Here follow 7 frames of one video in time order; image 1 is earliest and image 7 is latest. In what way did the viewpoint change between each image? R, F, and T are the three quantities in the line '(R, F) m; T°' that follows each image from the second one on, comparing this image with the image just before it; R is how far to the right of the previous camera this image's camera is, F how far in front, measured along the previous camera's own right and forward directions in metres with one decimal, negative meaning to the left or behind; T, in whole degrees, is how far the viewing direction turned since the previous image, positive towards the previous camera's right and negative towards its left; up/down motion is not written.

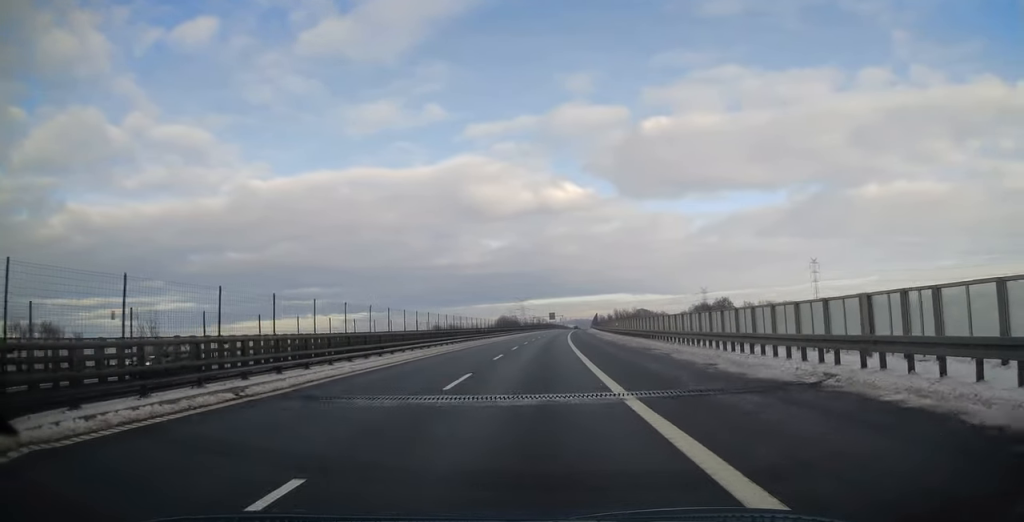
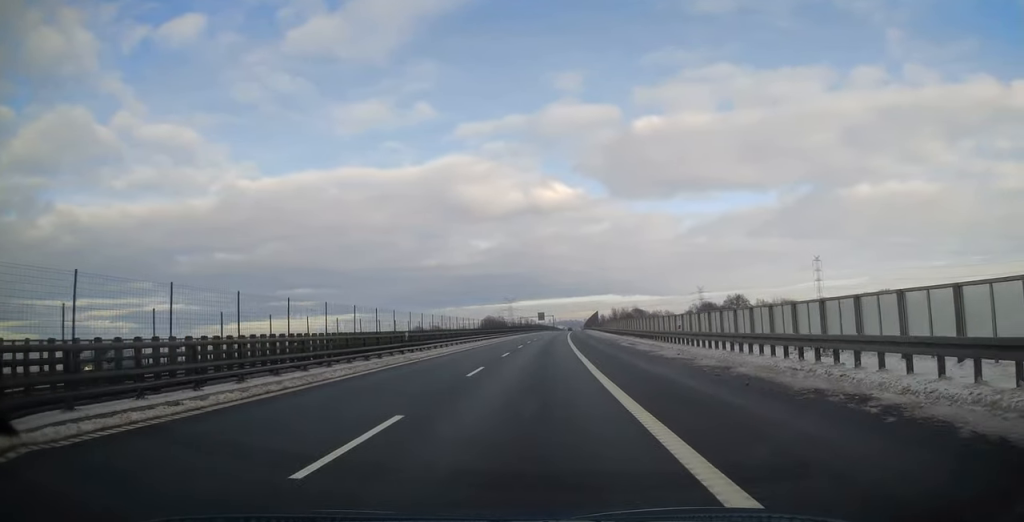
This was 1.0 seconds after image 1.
(+0.5, +31.9) m; +2°
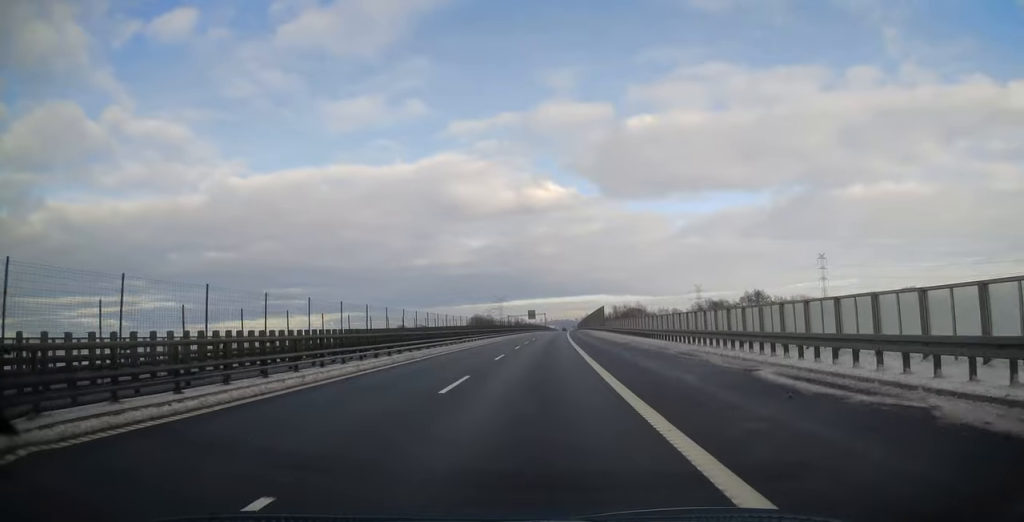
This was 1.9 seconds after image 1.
(+0.4, +28.7) m; +1°
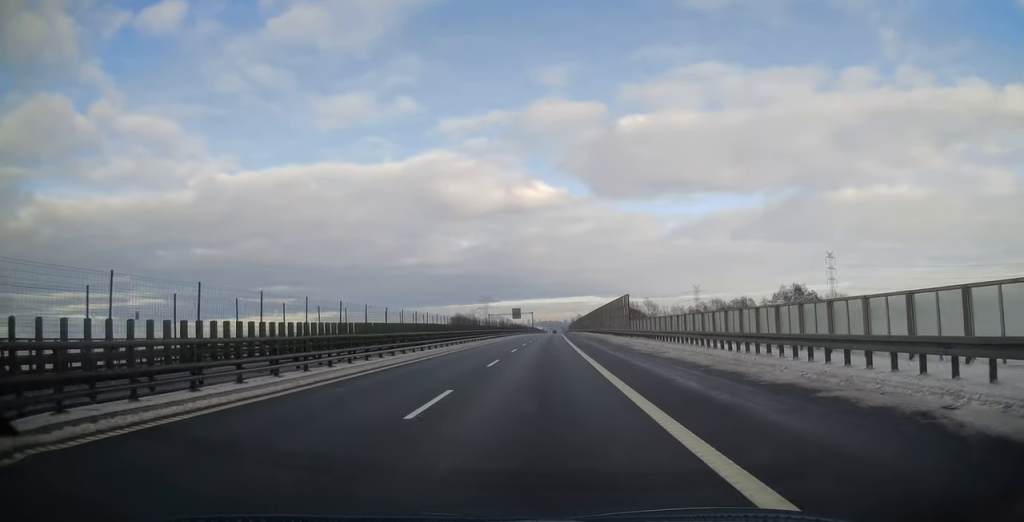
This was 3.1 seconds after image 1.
(-0.1, +39.3) m; +1°
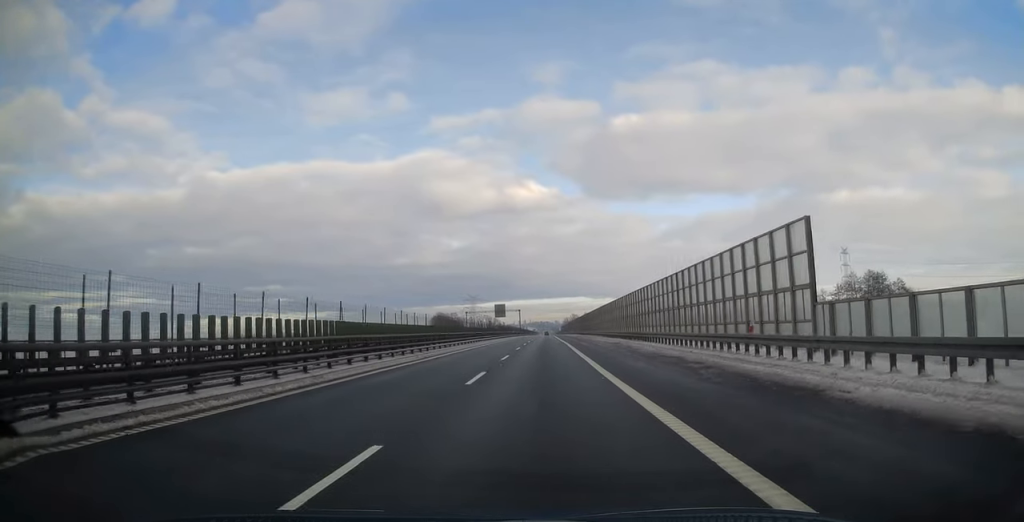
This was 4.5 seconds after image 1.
(+0.8, +42.0) m; +1°
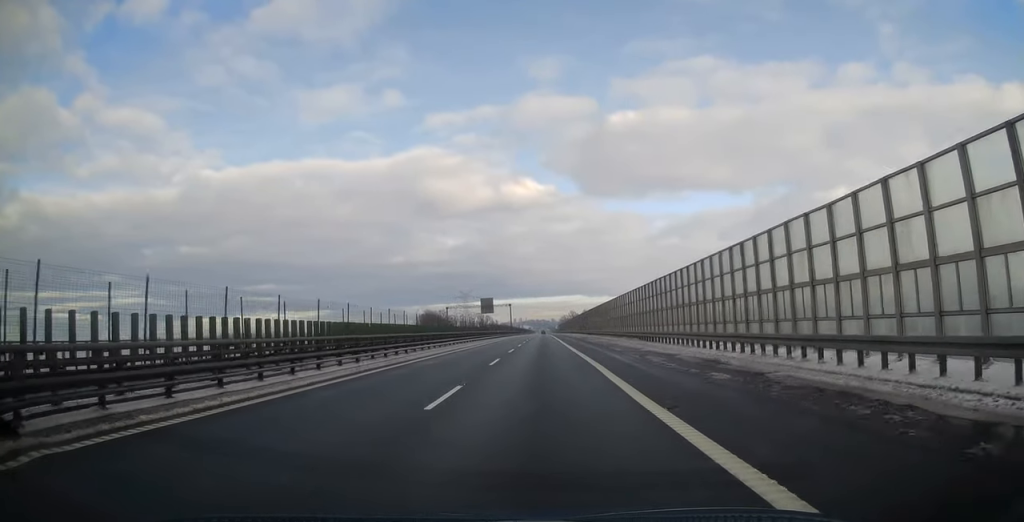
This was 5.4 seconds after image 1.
(-0.4, +28.7) m; 0°
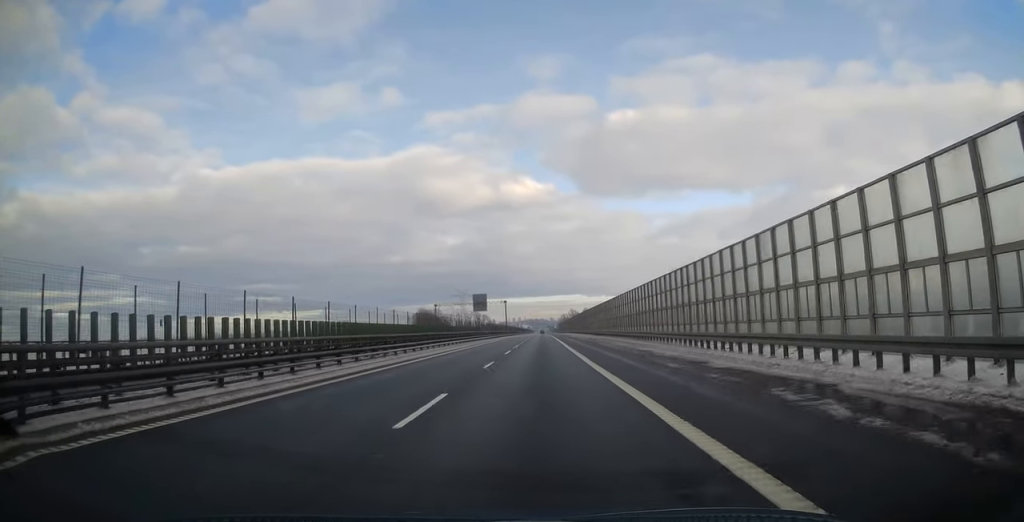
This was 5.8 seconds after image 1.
(+0.1, +13.8) m; 0°
